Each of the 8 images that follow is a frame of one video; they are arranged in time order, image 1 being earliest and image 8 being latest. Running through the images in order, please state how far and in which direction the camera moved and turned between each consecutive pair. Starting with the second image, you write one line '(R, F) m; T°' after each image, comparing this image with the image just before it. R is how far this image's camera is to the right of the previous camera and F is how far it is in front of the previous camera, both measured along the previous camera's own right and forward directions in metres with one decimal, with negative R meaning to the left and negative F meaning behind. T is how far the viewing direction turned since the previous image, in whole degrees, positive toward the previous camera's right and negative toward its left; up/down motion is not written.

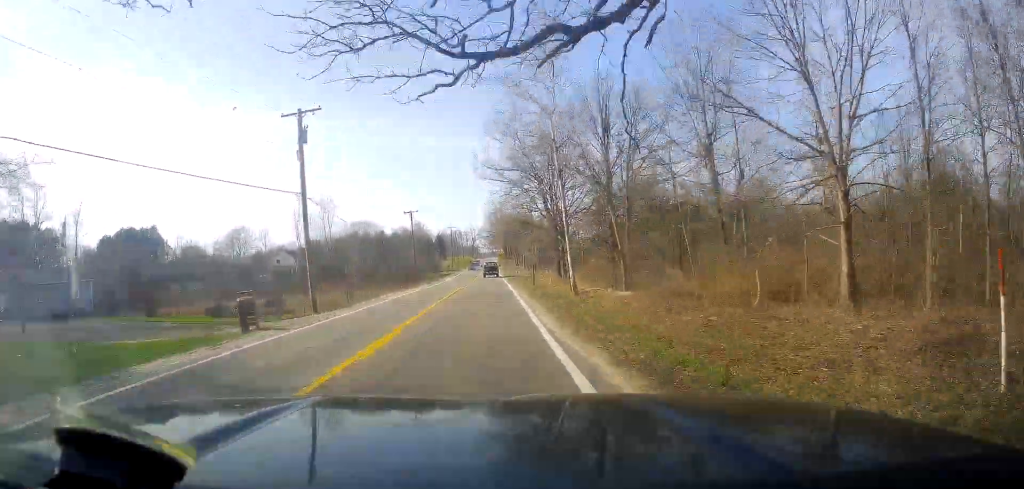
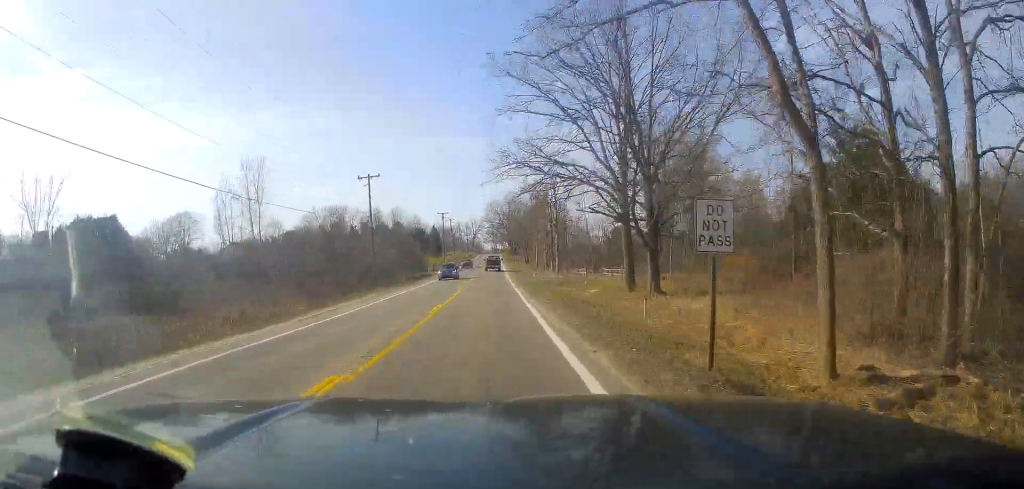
(0.0, +36.4) m; 0°
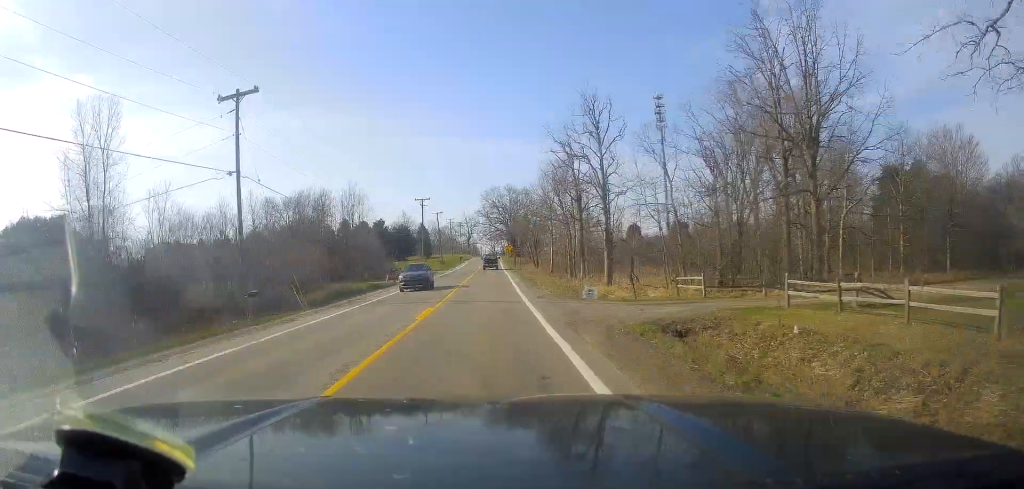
(-0.3, +33.0) m; -1°
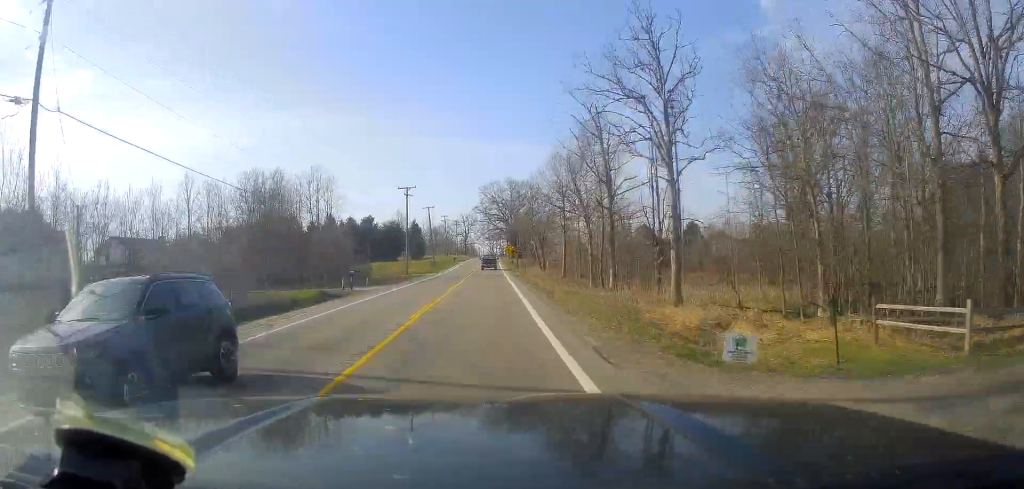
(-0.1, +15.7) m; 0°
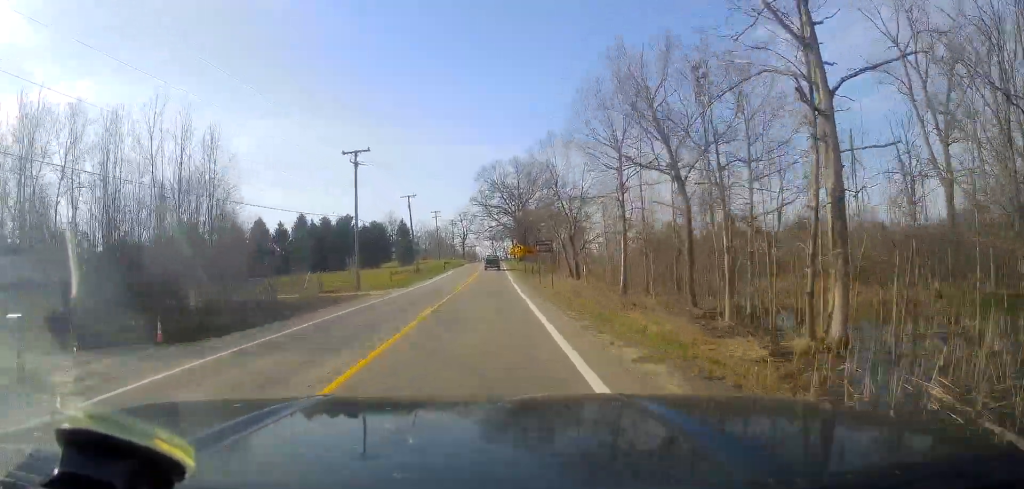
(0.0, +29.8) m; -1°
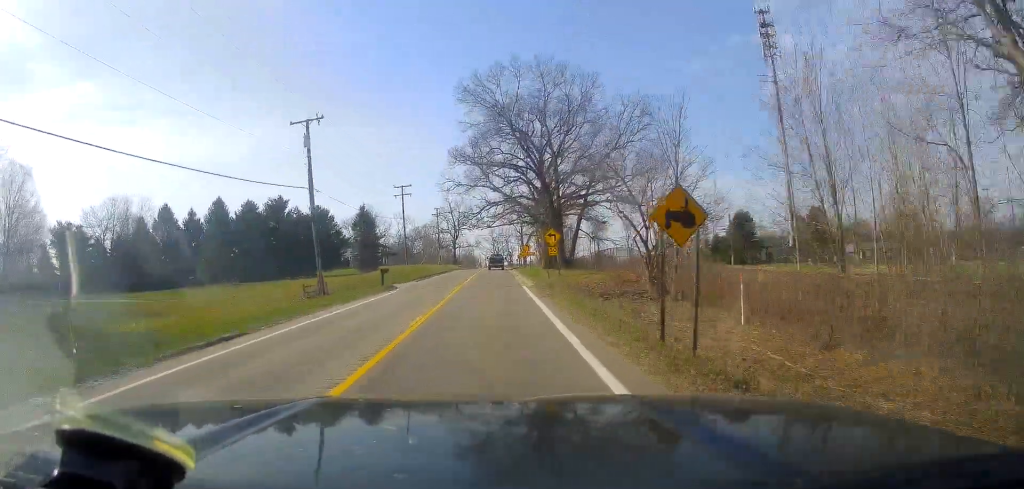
(+0.6, +48.7) m; +1°
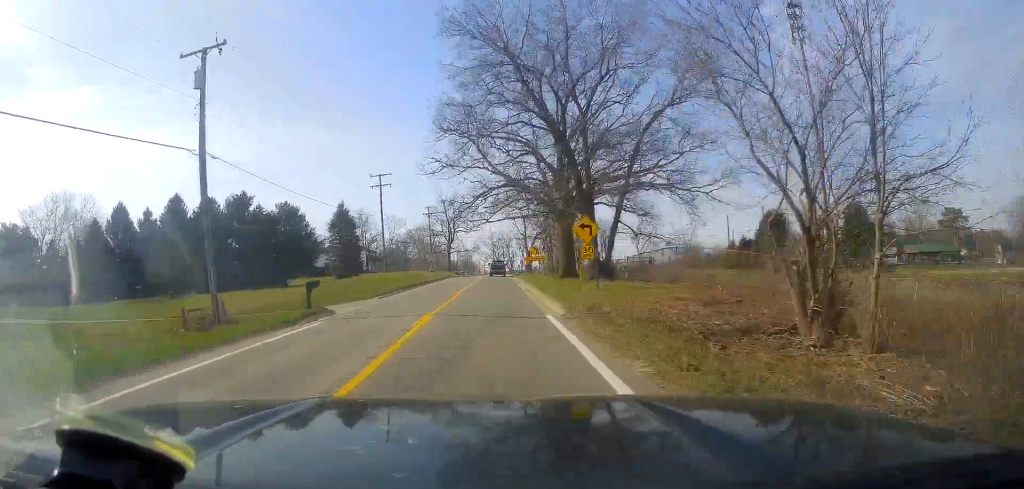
(+0.2, +15.1) m; -1°
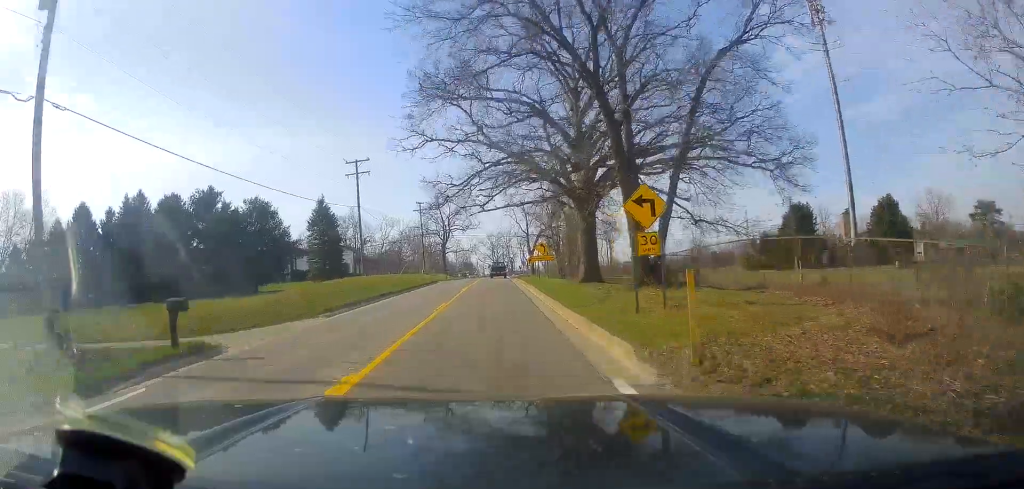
(-0.3, +10.3) m; 0°
